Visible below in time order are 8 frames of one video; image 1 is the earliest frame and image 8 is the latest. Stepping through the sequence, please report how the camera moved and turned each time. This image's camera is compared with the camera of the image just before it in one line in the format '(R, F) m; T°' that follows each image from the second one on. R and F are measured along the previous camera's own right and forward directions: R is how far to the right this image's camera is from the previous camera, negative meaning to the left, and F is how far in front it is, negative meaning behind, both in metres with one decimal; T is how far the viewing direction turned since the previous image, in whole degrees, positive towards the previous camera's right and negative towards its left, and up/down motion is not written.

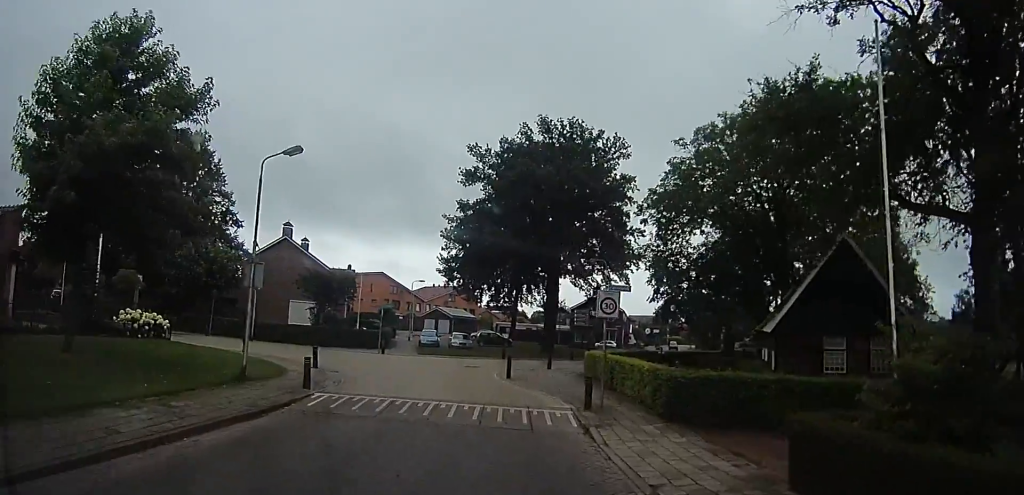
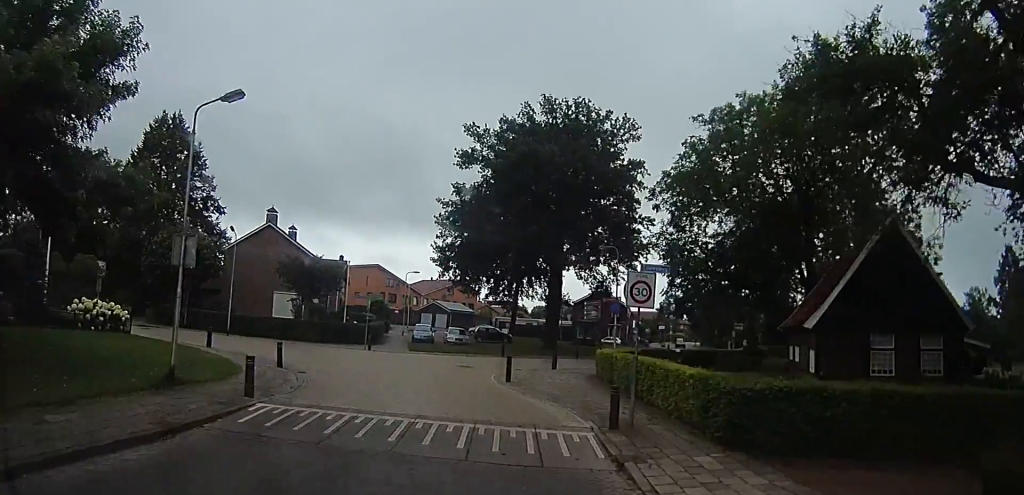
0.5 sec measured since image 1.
(-0.1, +3.5) m; +4°
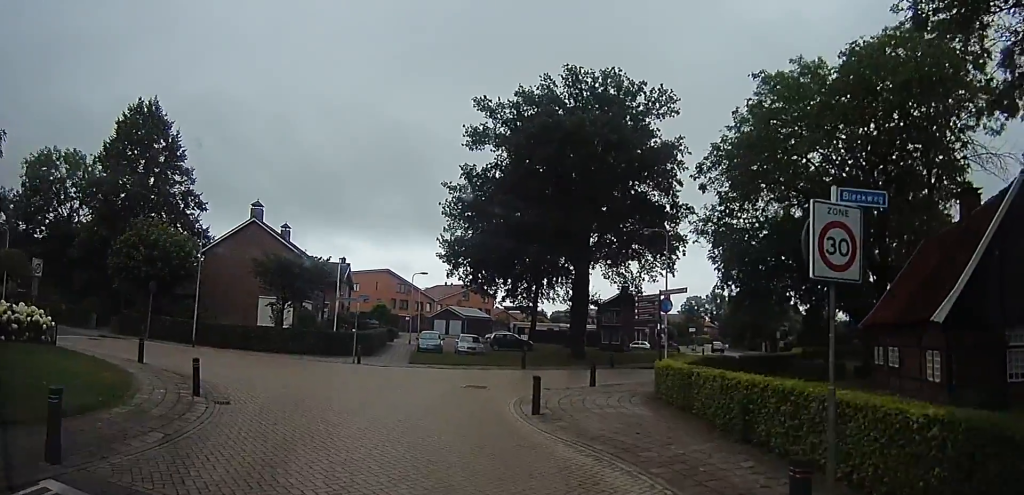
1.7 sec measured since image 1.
(+0.6, +6.8) m; +1°
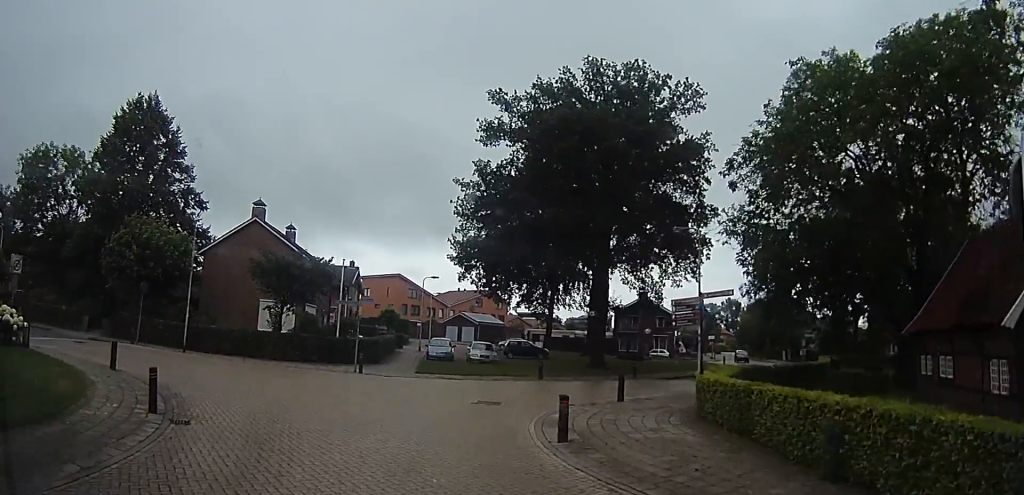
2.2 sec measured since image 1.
(0.0, +2.3) m; -5°
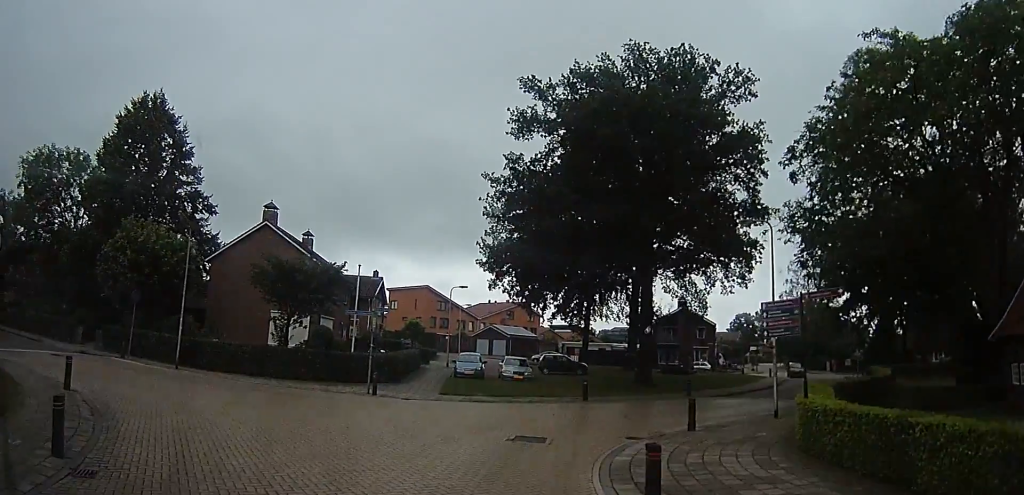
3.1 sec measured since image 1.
(-0.7, +3.5) m; -13°
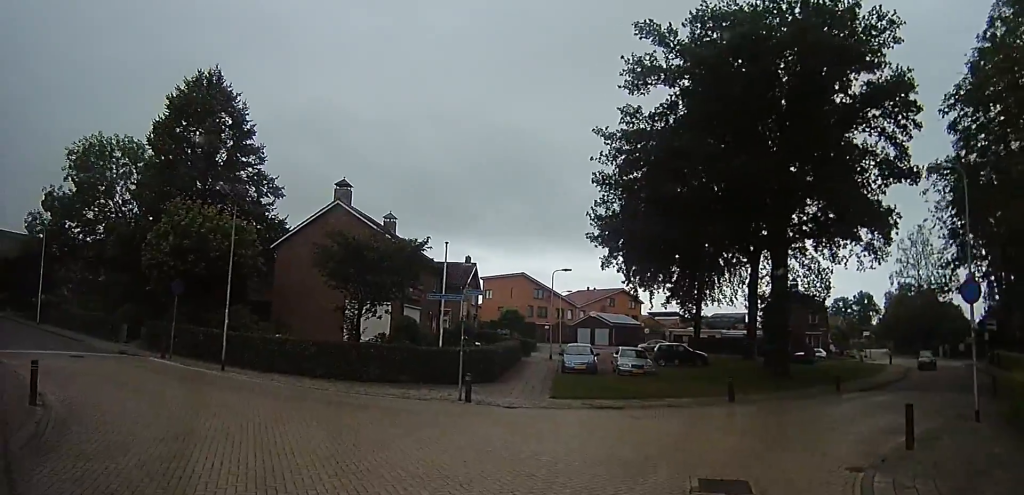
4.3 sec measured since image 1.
(-0.1, +4.3) m; -6°
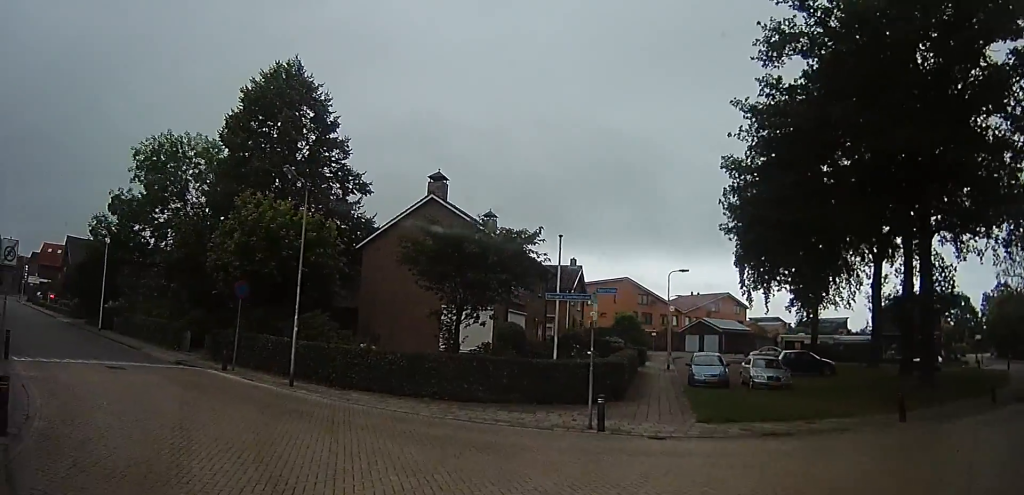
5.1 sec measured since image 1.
(0.0, +3.0) m; -9°
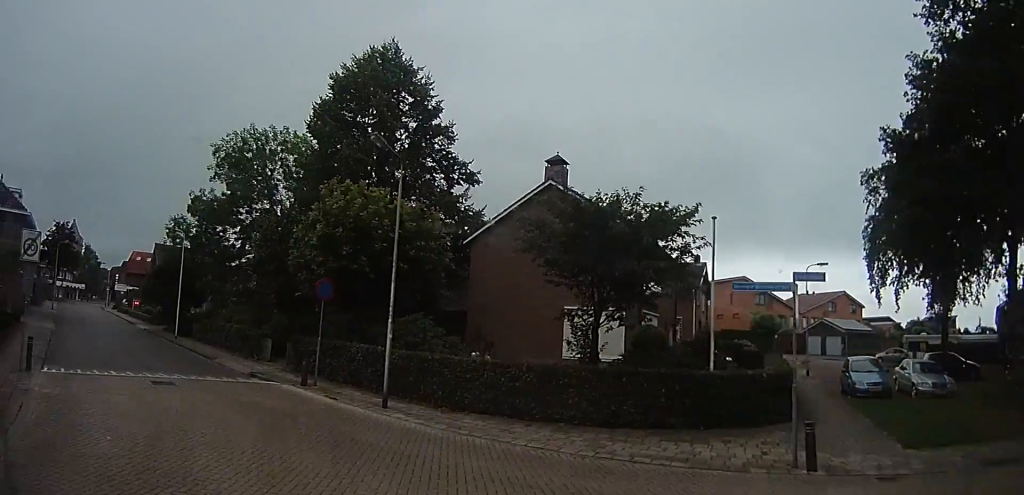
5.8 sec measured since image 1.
(-0.3, +3.2) m; -14°
